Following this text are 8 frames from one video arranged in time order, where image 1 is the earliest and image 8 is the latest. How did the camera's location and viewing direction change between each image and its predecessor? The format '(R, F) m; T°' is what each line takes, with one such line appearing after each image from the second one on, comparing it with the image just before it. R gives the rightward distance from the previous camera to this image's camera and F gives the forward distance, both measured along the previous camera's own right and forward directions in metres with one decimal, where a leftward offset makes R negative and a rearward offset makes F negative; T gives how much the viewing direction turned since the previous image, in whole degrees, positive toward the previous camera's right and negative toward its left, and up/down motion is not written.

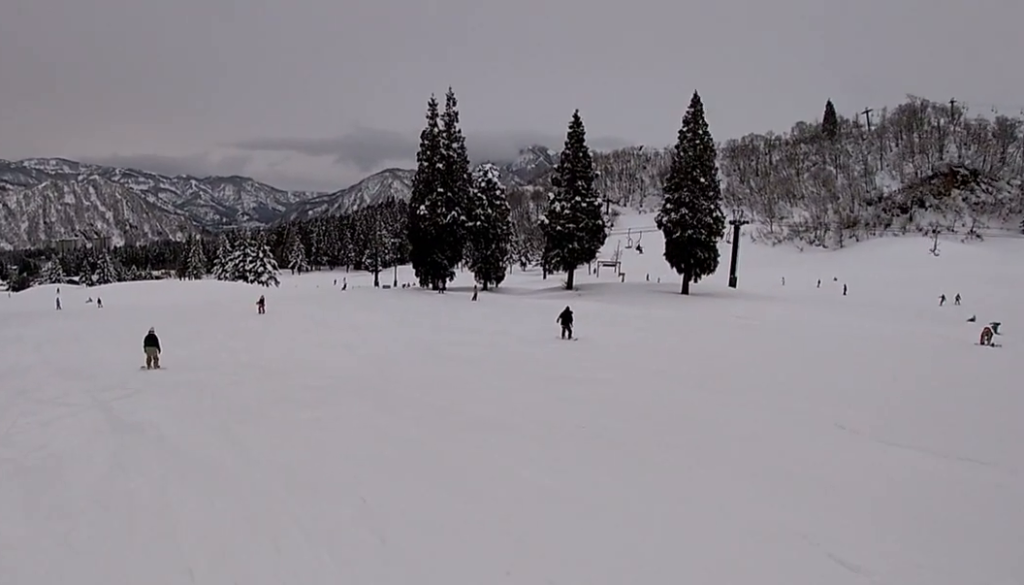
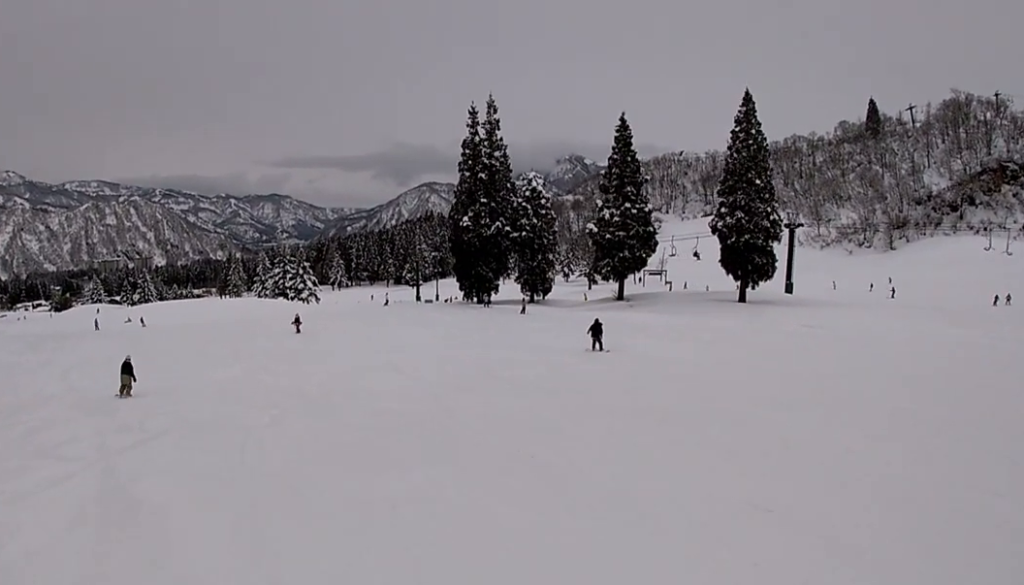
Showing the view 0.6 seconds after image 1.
(+0.1, +2.9) m; -3°
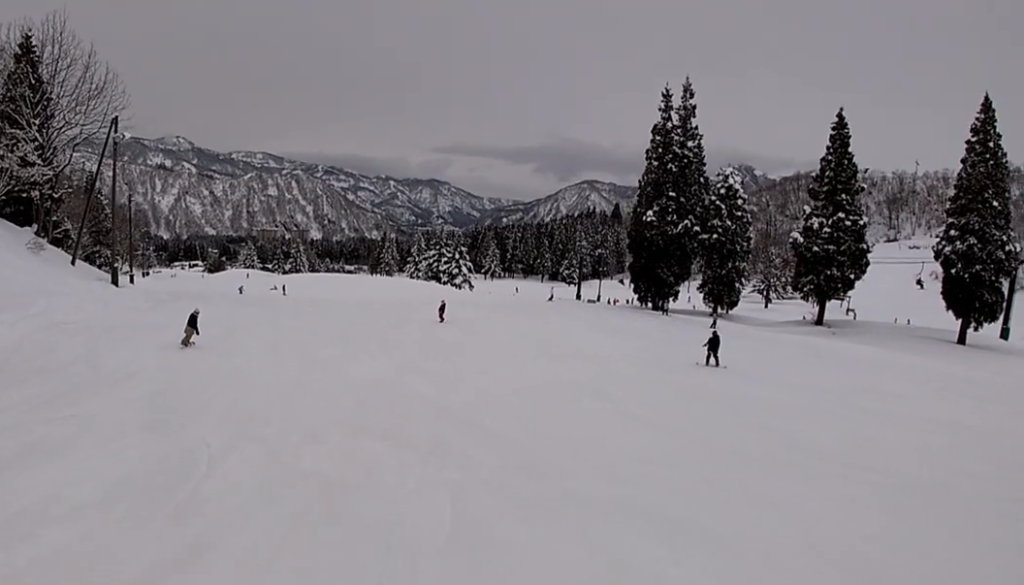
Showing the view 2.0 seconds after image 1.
(-0.4, +7.4) m; -5°
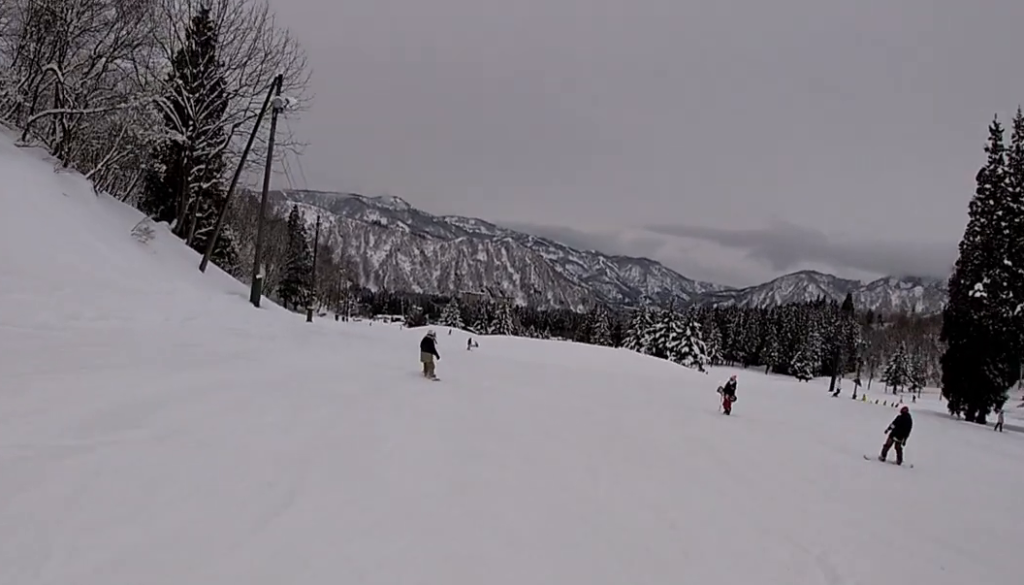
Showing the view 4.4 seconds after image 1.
(-1.5, +14.6) m; -20°
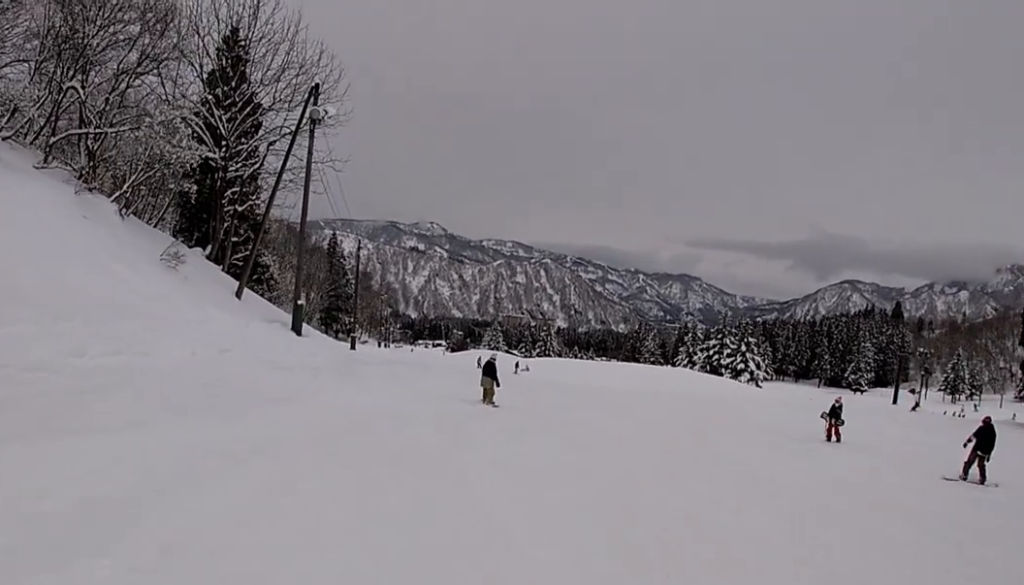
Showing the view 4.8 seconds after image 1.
(-0.5, +2.8) m; -6°
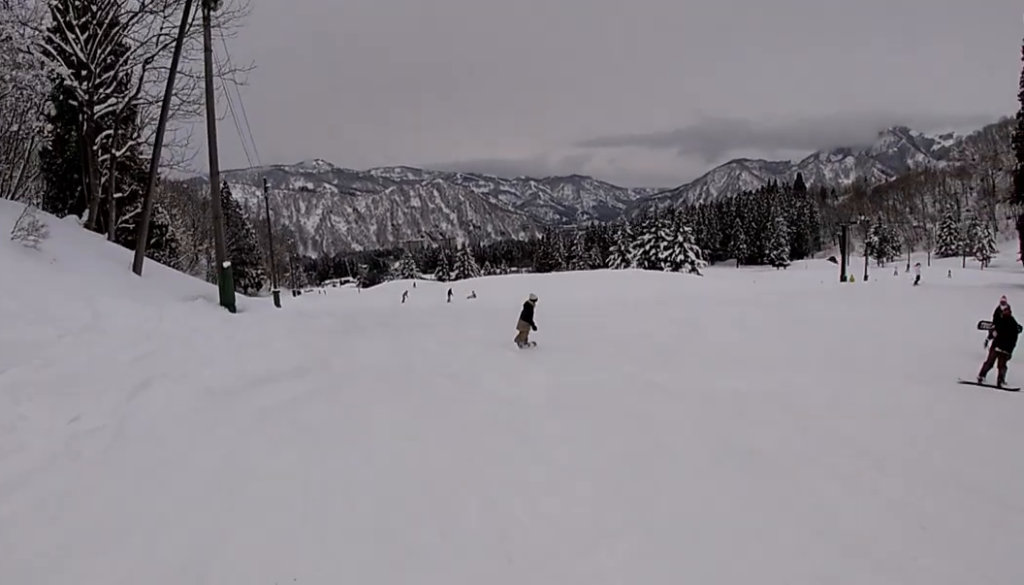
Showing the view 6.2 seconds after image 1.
(-1.5, +9.3) m; +2°
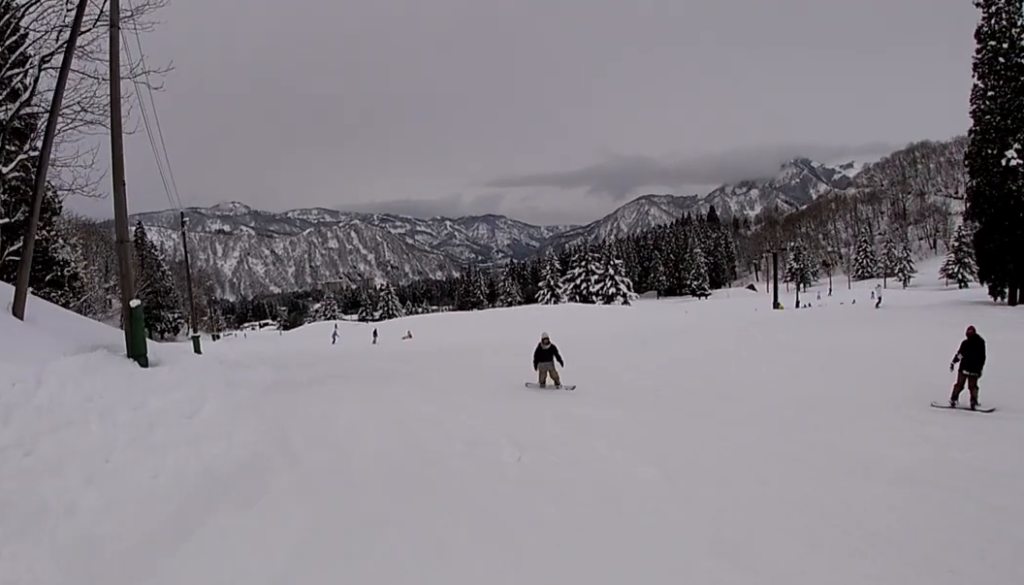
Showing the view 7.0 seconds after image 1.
(+0.8, +5.2) m; +10°
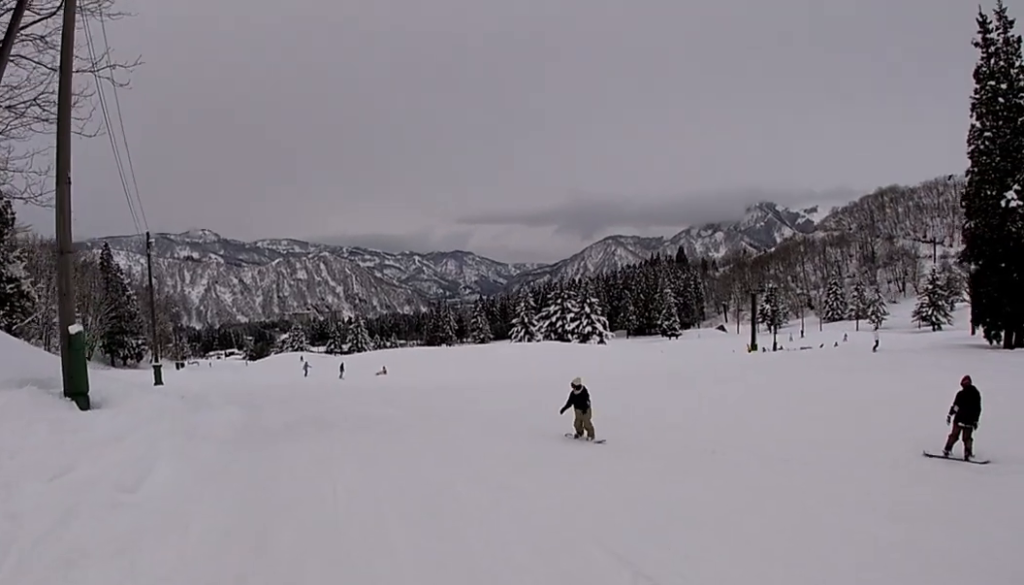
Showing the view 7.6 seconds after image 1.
(+0.4, +3.5) m; +5°
